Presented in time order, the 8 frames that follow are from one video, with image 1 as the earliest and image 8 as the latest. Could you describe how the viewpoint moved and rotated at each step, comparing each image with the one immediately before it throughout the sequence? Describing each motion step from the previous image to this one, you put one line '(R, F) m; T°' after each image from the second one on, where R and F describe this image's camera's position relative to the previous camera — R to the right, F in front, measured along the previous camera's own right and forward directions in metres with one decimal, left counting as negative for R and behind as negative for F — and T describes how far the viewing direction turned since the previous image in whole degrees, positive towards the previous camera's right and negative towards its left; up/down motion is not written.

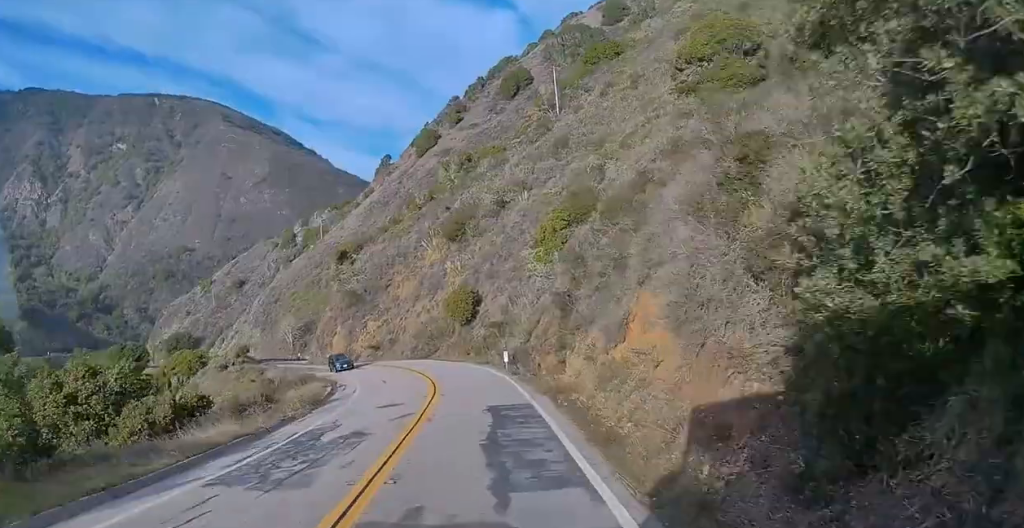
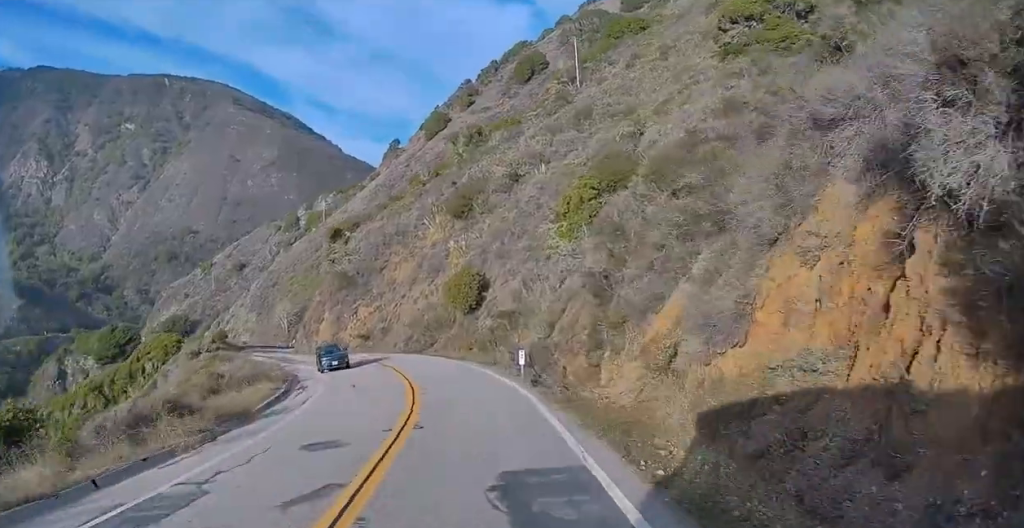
(-0.2, +9.5) m; -1°
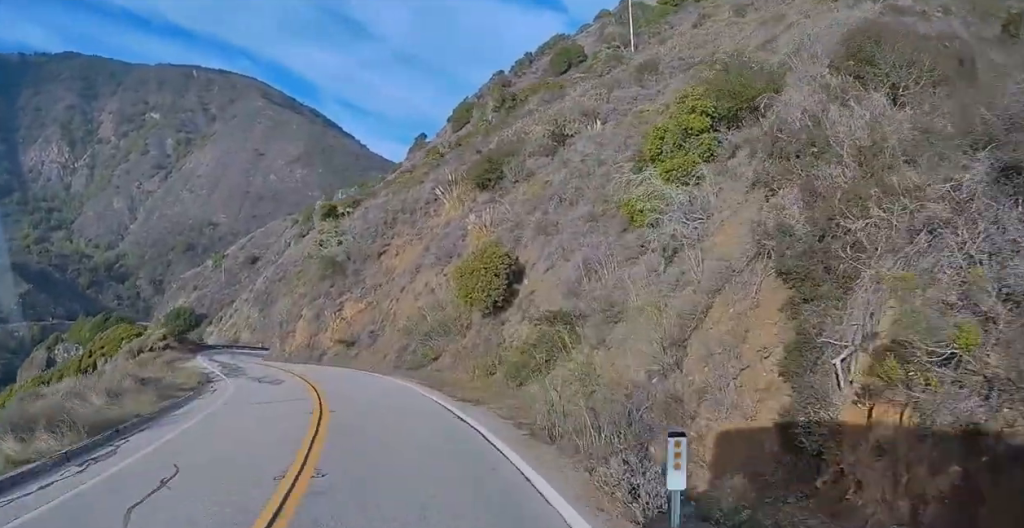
(0.0, +19.0) m; 0°
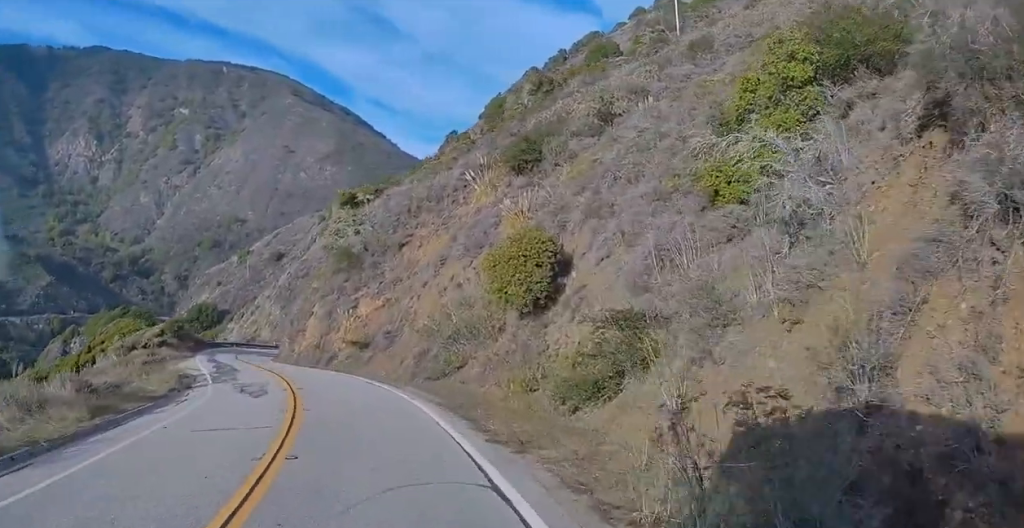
(0.0, +7.5) m; -3°
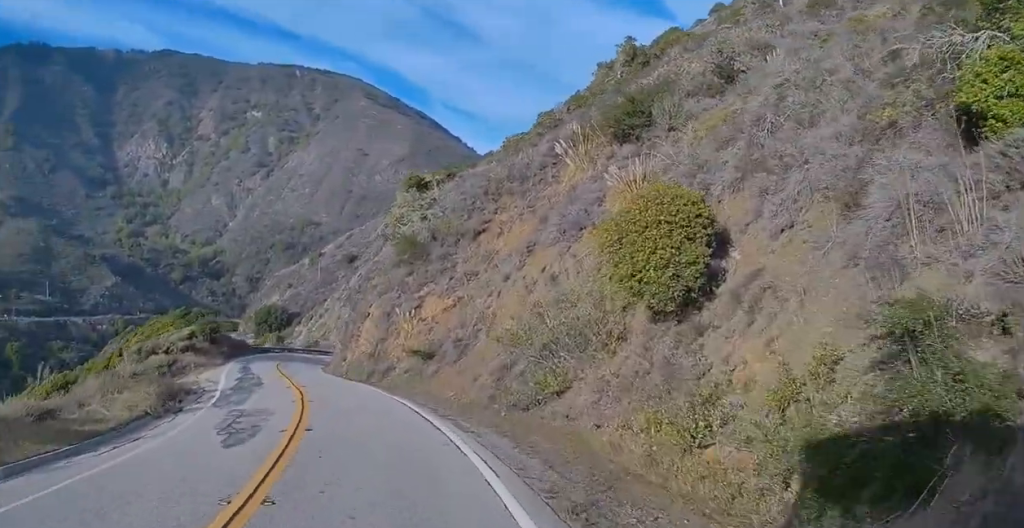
(-0.1, +11.1) m; -10°
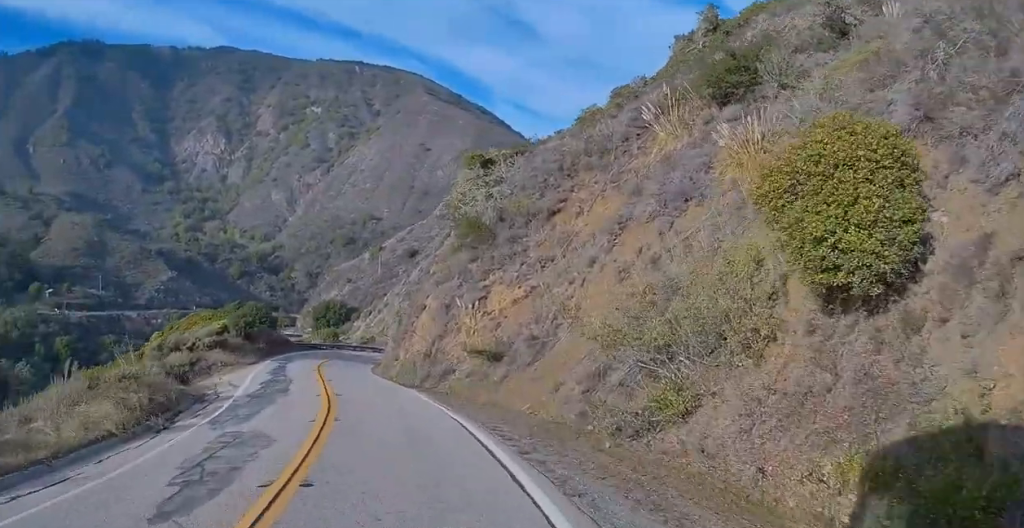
(-1.2, +6.6) m; -8°
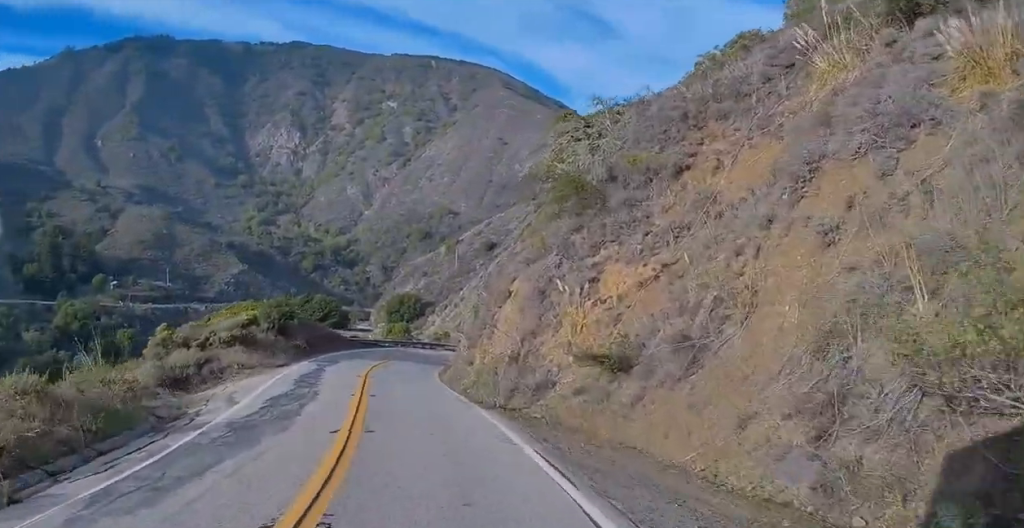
(-0.7, +10.3) m; +3°
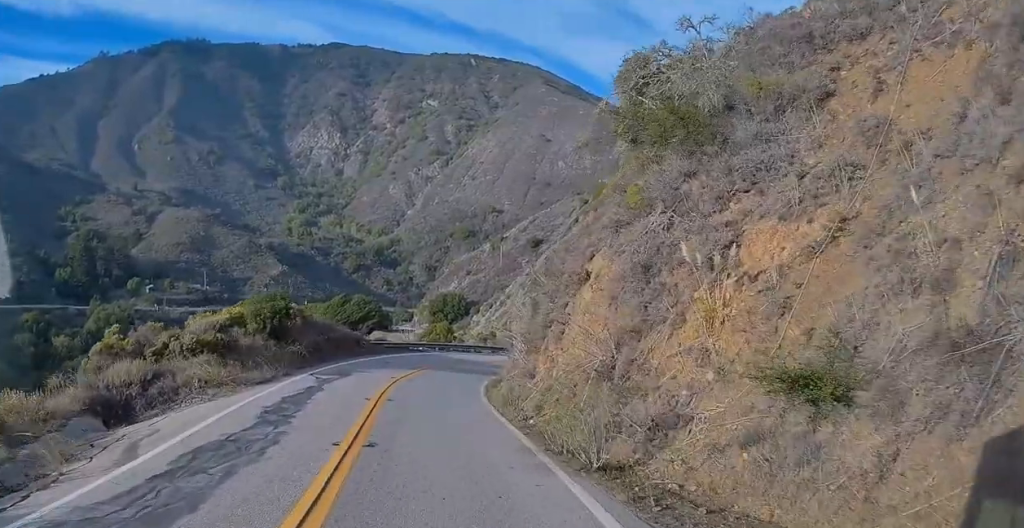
(+1.1, +8.8) m; +3°
